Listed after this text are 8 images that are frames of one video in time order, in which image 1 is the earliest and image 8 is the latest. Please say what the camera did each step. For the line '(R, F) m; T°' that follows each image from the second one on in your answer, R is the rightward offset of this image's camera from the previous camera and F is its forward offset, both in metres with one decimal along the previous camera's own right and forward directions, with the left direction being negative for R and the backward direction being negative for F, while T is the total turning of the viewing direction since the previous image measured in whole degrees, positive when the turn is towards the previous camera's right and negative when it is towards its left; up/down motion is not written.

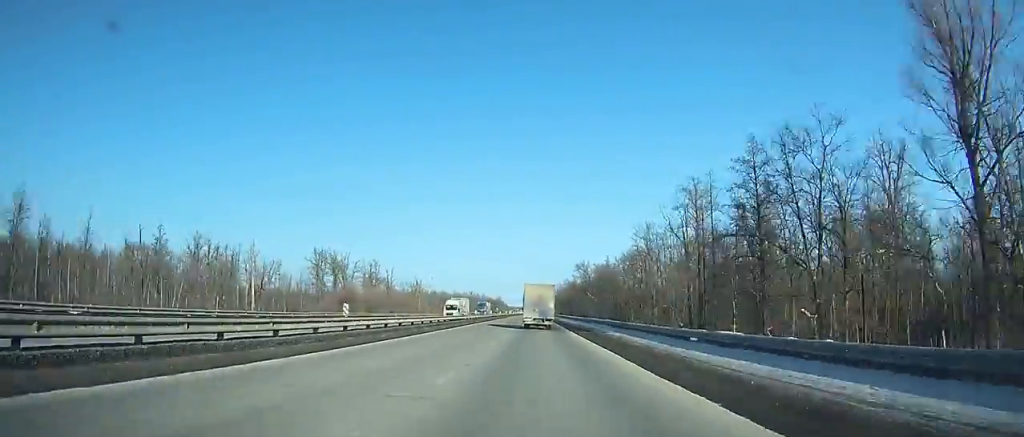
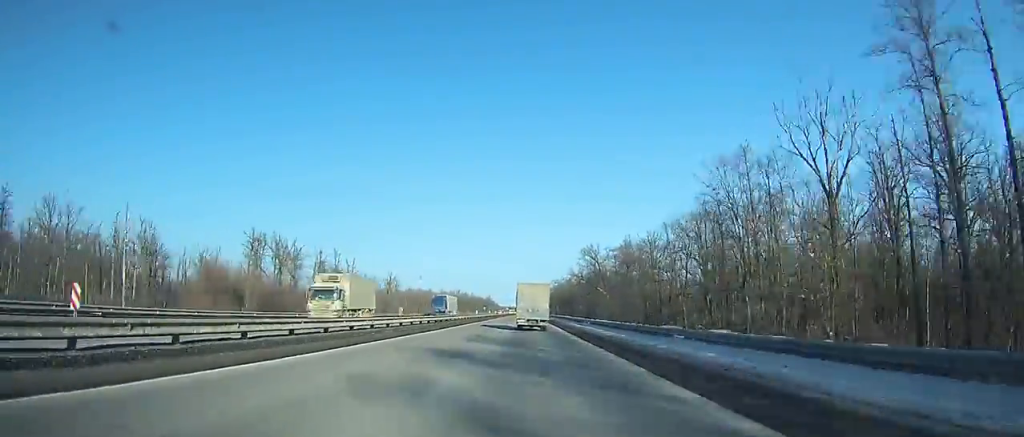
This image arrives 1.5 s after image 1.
(+0.5, +37.9) m; 0°
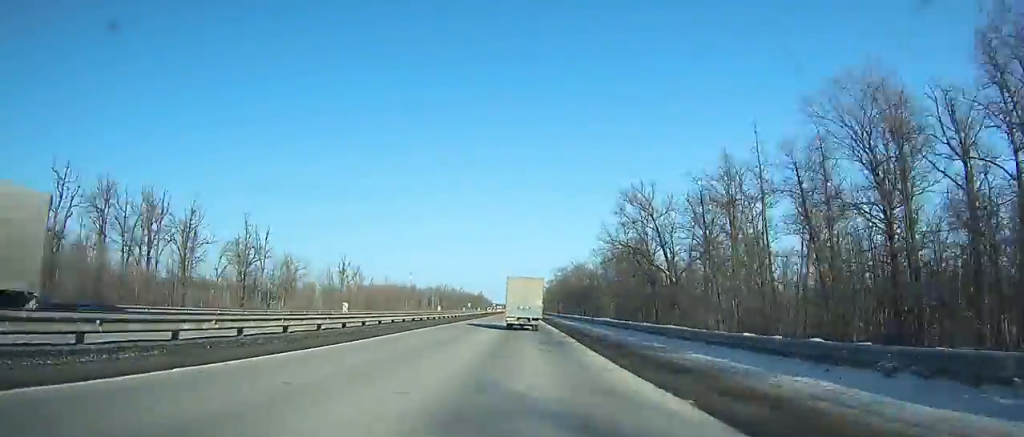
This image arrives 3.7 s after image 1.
(+0.3, +55.8) m; 0°
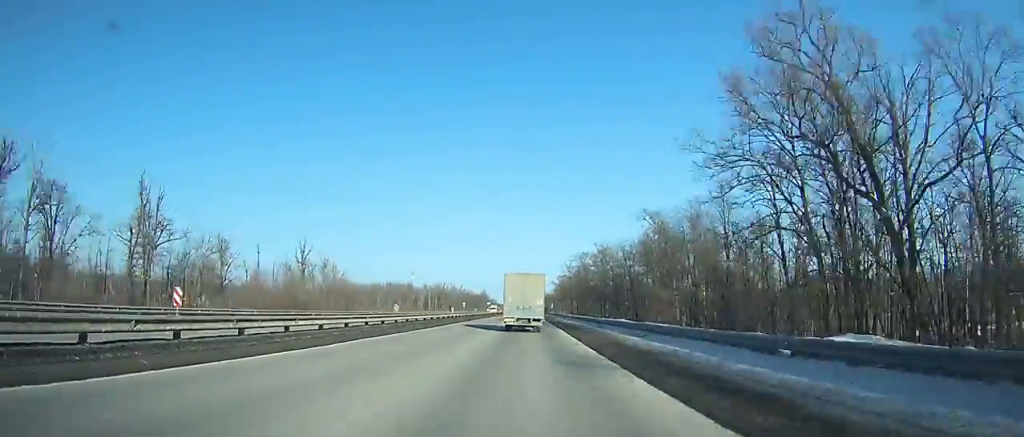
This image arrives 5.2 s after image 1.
(0.0, +38.5) m; 0°
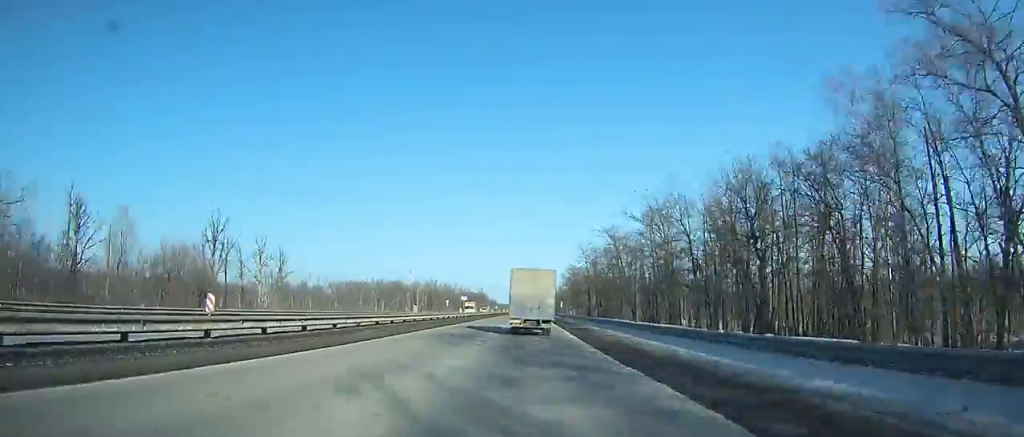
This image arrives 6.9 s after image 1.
(-0.2, +44.1) m; -1°
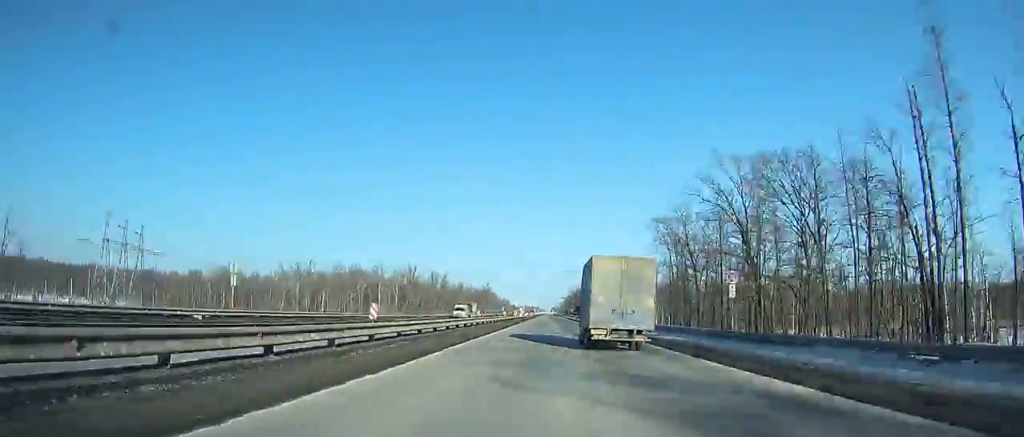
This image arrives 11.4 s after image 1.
(-1.8, +119.8) m; -1°
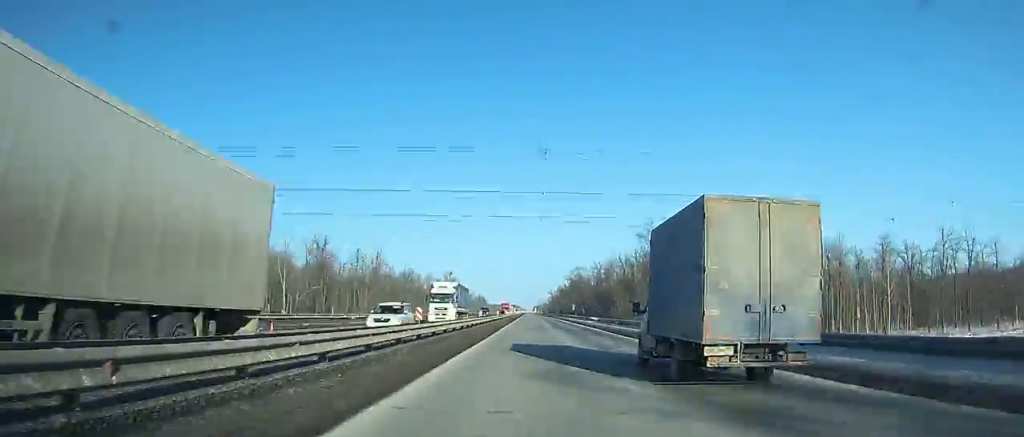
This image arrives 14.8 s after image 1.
(+0.7, +94.6) m; +1°
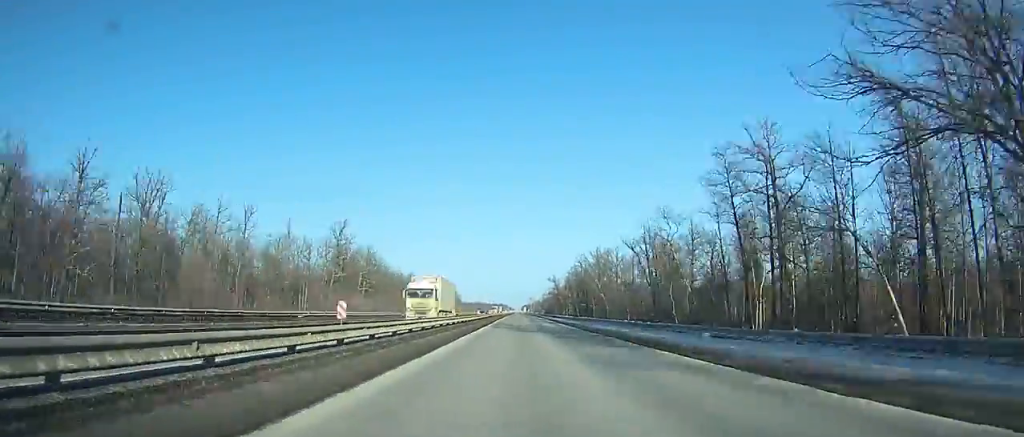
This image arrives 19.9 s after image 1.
(+1.5, +148.9) m; +1°
